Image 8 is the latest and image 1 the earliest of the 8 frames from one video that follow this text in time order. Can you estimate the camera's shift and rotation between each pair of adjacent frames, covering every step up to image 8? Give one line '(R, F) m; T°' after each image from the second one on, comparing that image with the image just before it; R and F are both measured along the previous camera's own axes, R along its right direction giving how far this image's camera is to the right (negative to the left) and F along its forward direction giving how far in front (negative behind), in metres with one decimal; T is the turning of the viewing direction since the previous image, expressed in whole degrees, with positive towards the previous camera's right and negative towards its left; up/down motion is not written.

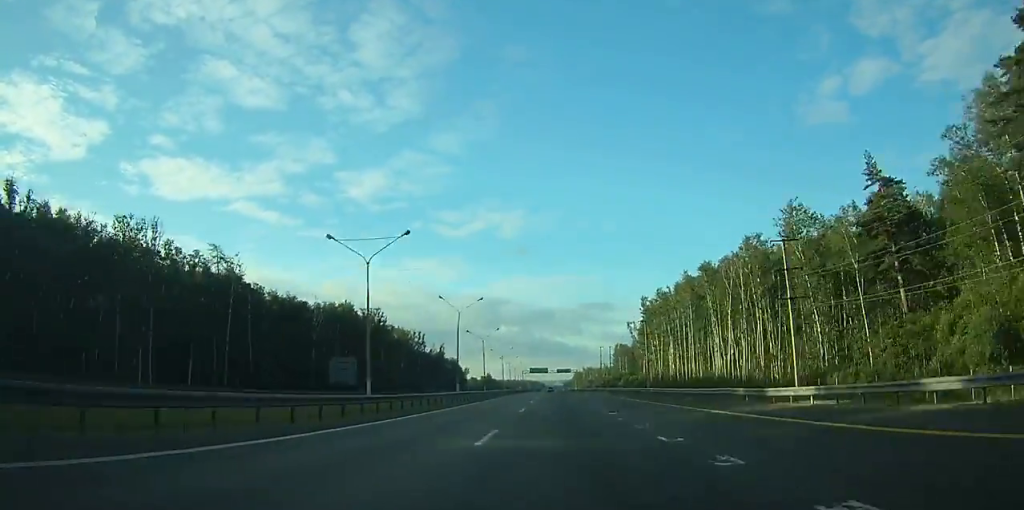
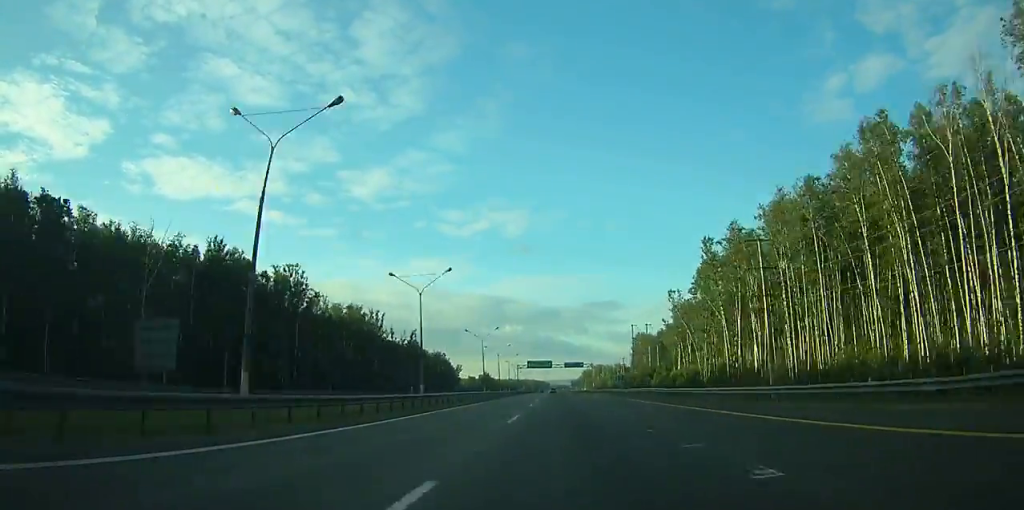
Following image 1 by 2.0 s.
(-0.4, +58.5) m; 0°
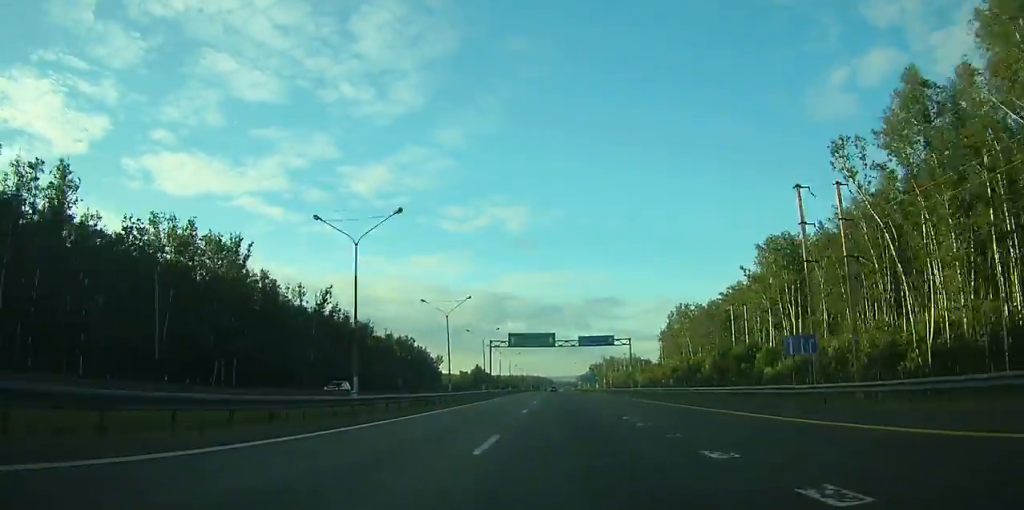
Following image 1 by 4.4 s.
(-0.3, +71.9) m; 0°
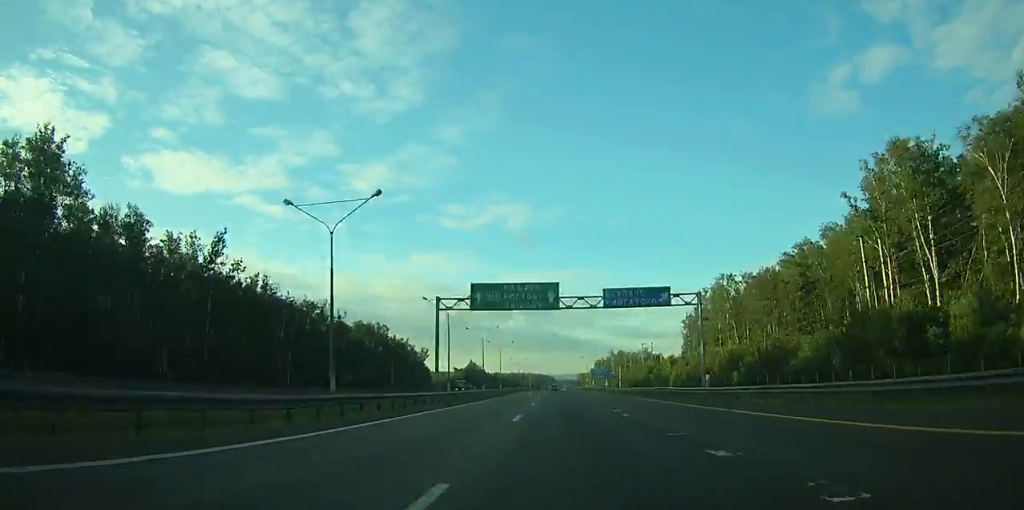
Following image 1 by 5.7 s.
(-0.1, +41.3) m; 0°
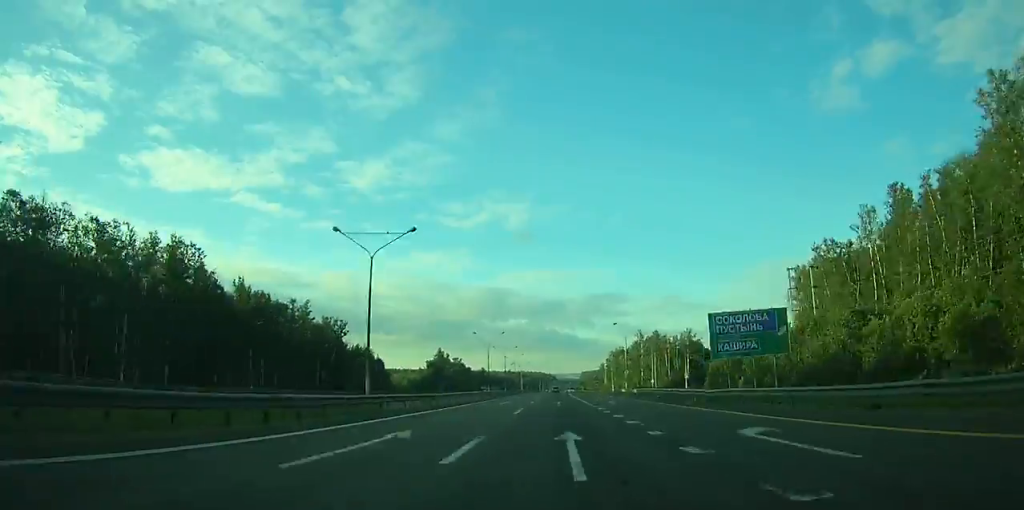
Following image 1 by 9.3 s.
(-0.3, +109.0) m; 0°
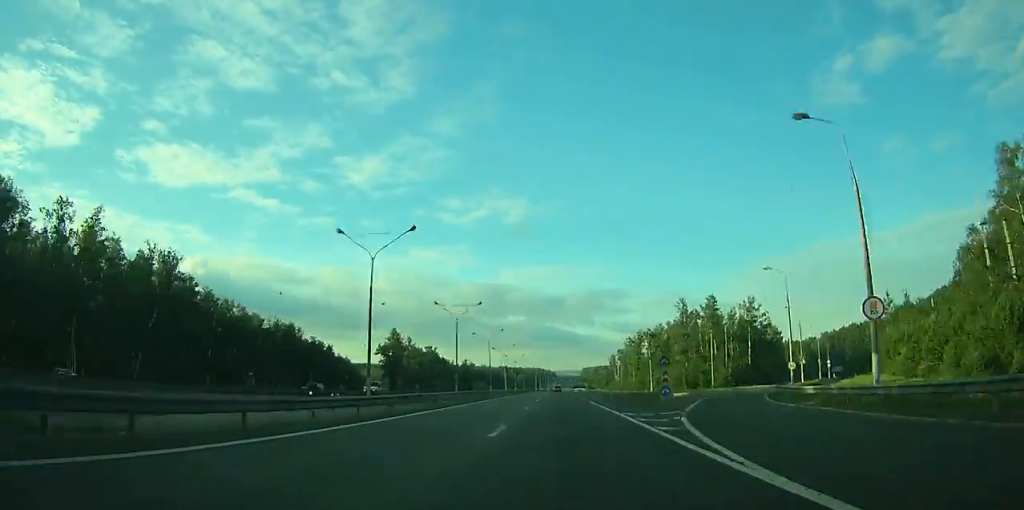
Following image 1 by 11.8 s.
(0.0, +76.9) m; 0°
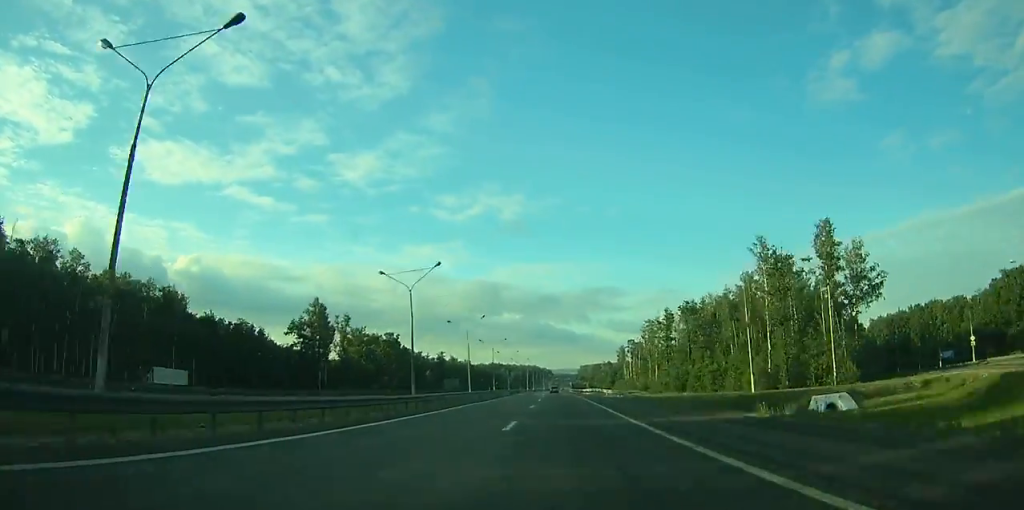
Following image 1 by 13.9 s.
(+0.1, +62.8) m; 0°
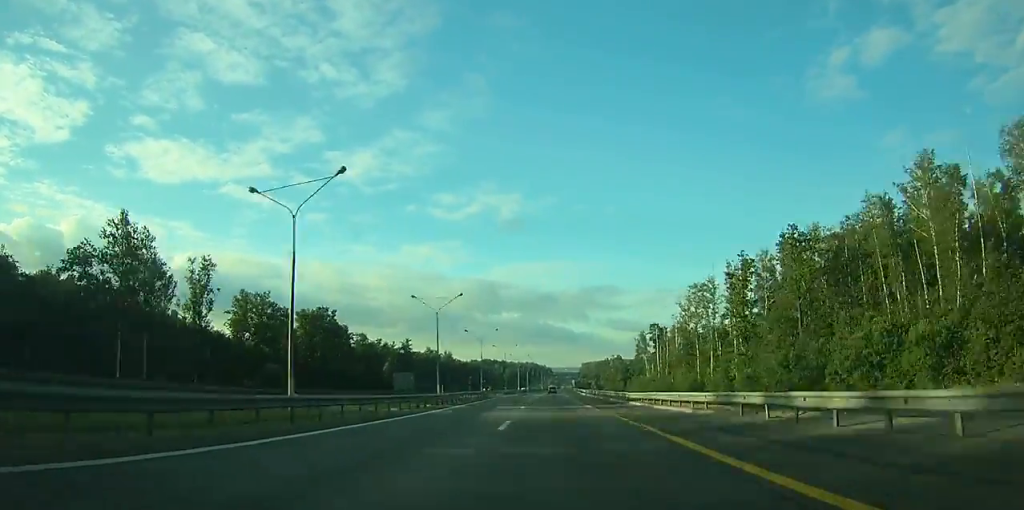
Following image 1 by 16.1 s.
(+0.2, +64.8) m; 0°
